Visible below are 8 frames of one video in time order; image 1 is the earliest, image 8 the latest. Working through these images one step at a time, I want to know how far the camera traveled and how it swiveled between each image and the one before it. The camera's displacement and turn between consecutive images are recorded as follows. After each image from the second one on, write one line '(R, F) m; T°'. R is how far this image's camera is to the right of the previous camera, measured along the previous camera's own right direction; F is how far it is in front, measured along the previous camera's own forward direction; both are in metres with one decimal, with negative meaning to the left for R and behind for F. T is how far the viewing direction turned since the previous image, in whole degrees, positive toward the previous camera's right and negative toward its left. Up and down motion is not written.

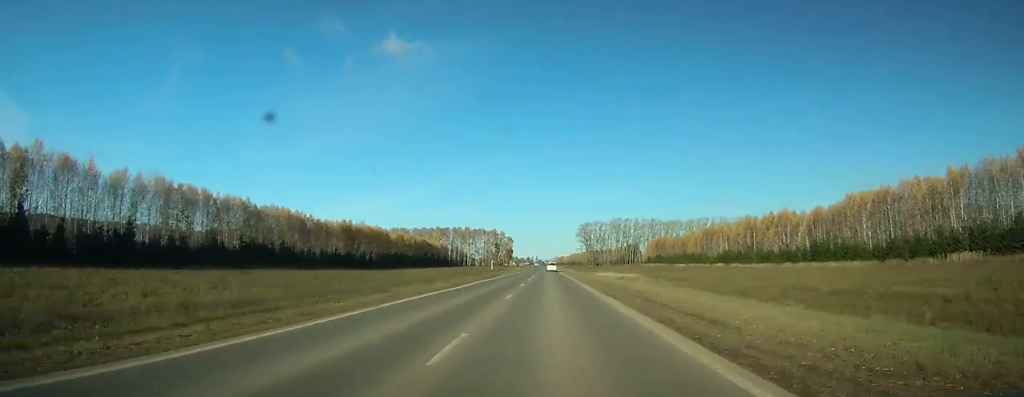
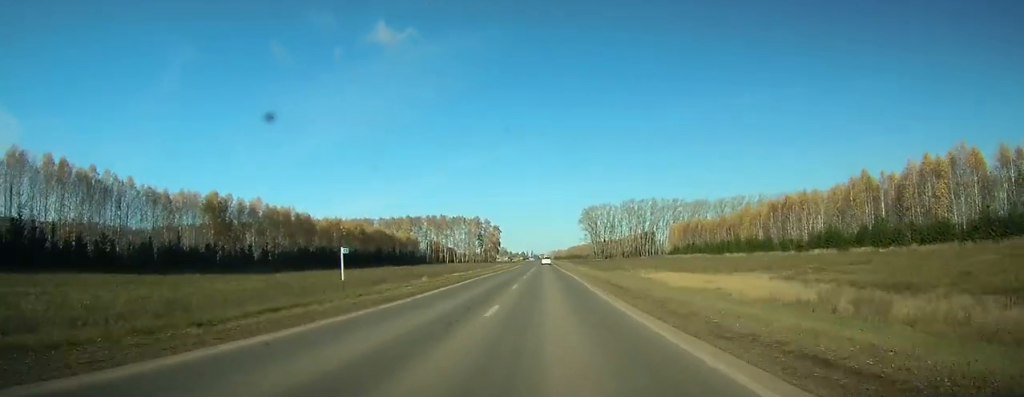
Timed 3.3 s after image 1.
(-0.2, +74.0) m; 0°
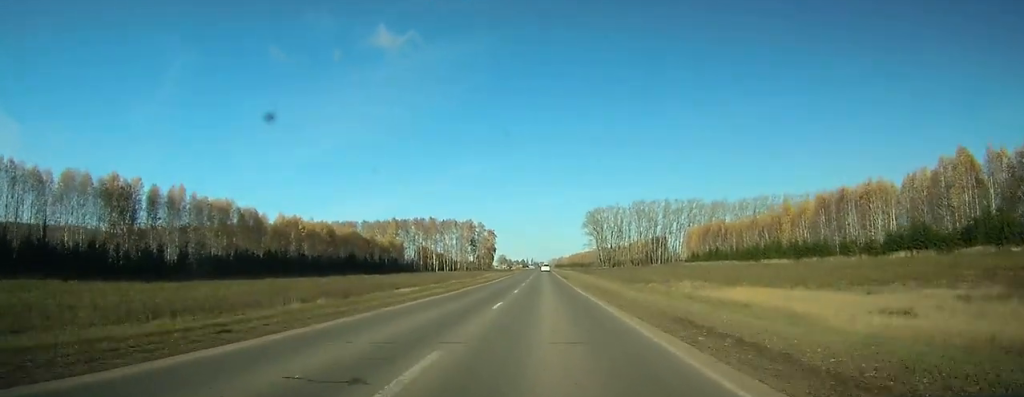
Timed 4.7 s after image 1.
(0.0, +32.0) m; 0°
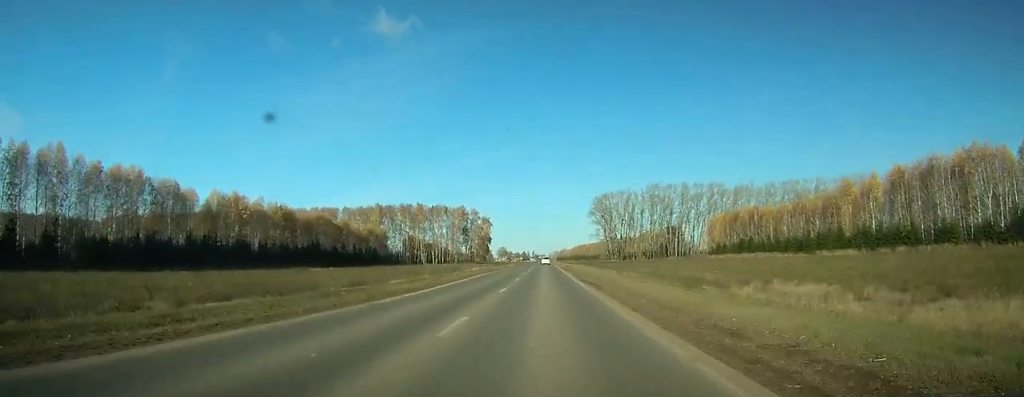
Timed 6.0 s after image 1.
(+0.1, +33.3) m; 0°
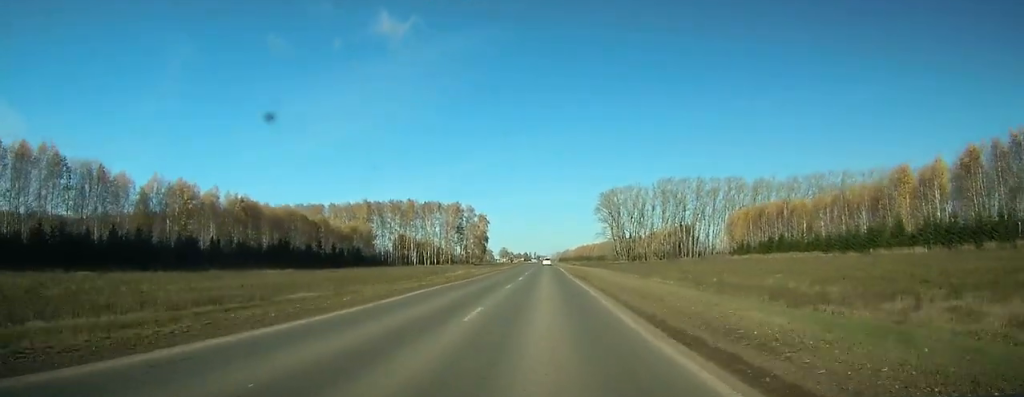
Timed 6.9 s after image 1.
(-0.1, +21.8) m; 0°
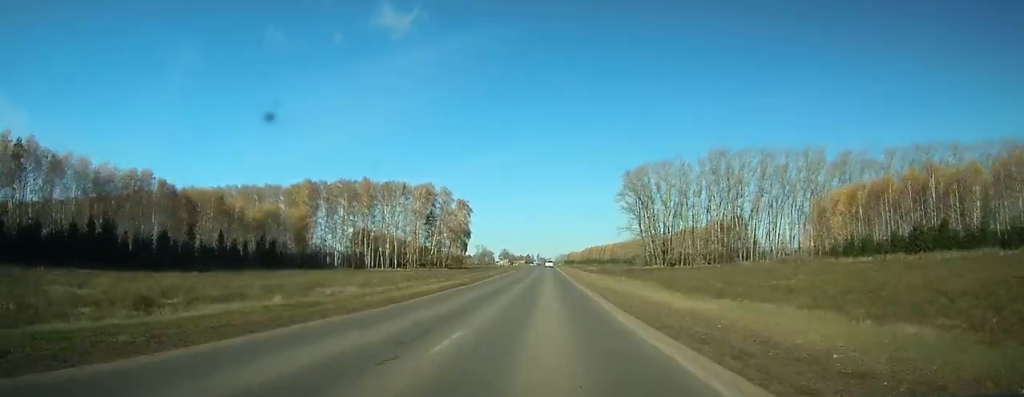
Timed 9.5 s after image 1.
(0.0, +64.6) m; 0°
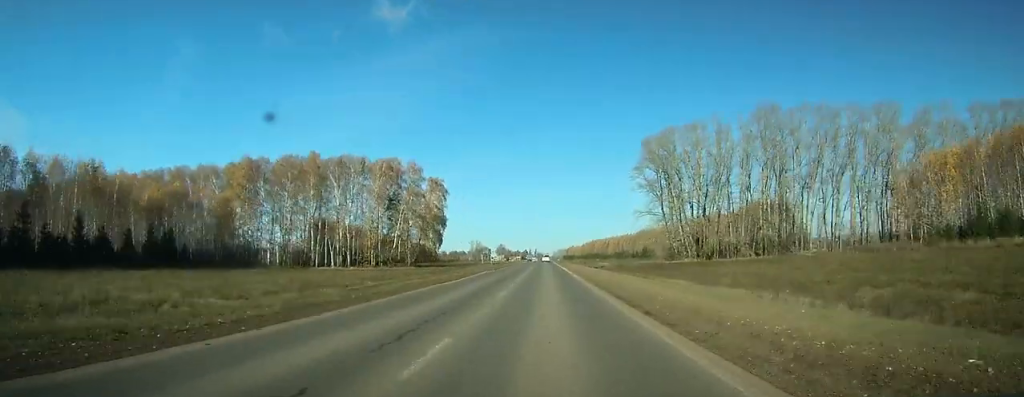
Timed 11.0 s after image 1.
(0.0, +36.9) m; 0°
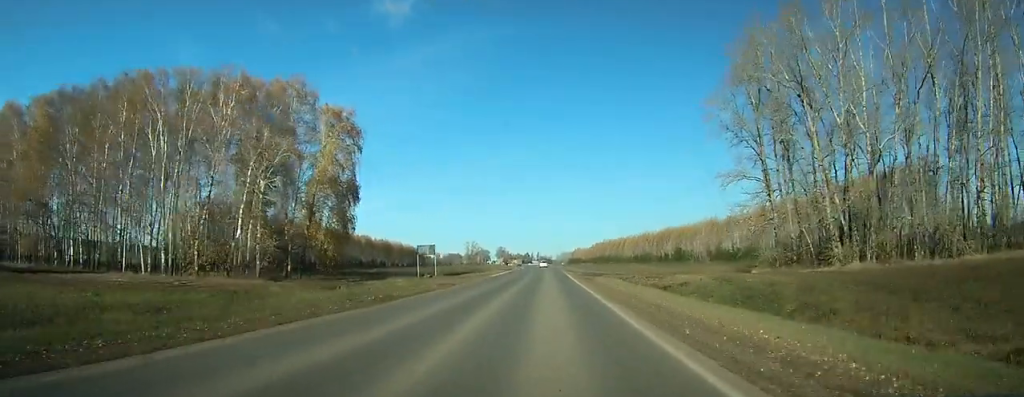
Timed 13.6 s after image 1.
(-0.3, +62.3) m; 0°
